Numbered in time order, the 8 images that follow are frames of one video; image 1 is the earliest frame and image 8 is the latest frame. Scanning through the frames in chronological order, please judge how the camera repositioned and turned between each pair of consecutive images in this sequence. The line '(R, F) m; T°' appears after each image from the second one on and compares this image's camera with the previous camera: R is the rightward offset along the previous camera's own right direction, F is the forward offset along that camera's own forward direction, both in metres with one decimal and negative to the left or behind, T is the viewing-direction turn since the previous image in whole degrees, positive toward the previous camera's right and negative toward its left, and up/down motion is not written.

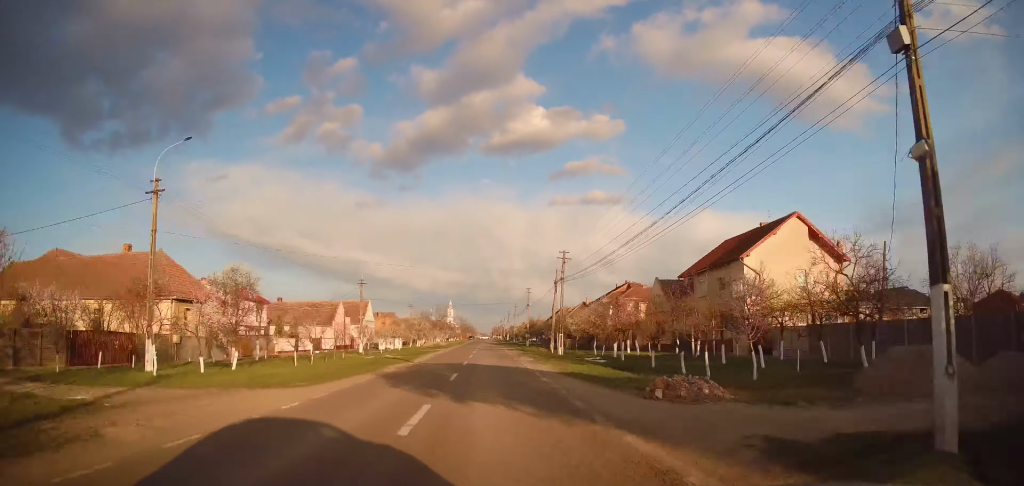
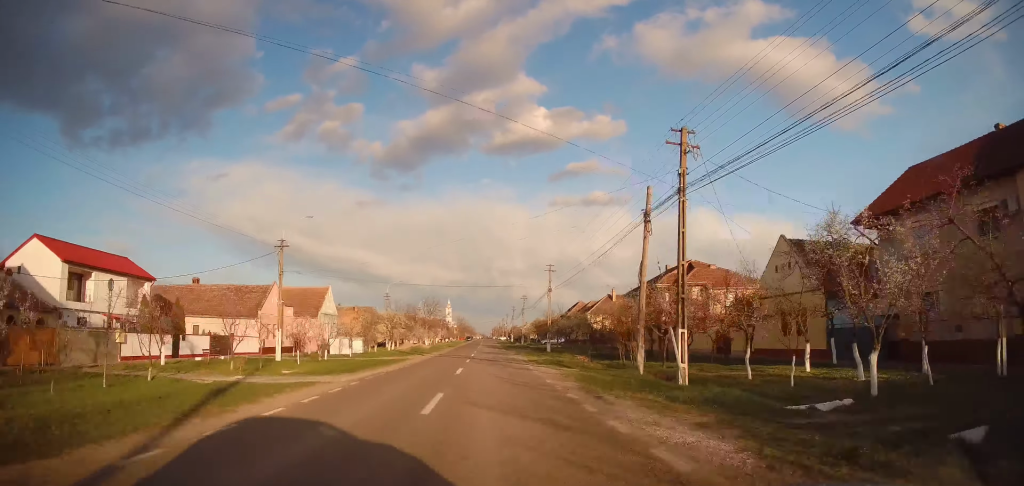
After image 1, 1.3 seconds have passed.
(+0.4, +25.1) m; 0°
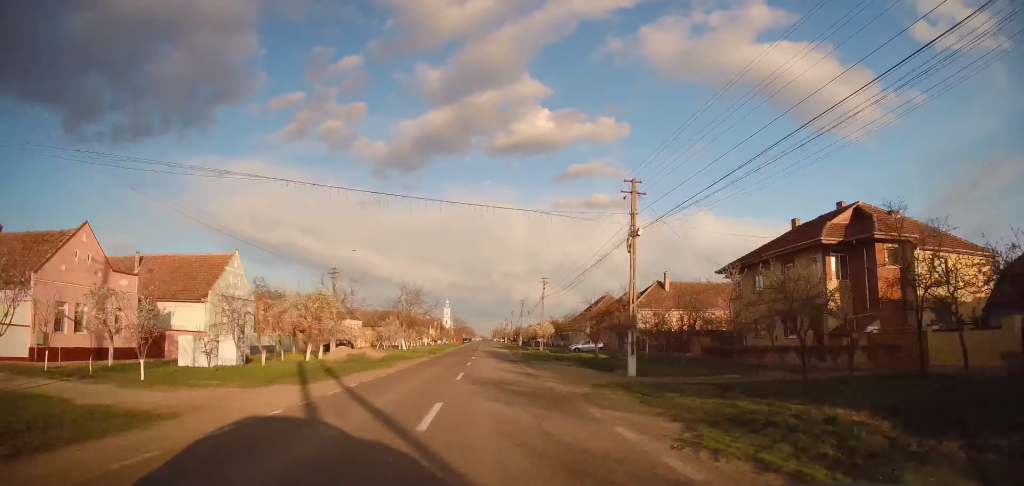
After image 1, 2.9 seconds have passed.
(+0.1, +28.1) m; 0°
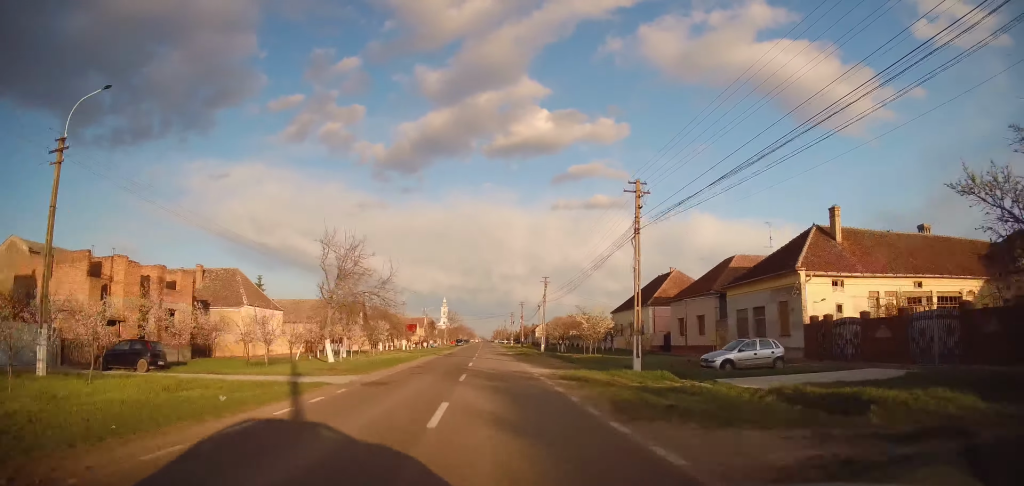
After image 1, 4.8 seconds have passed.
(-0.8, +35.3) m; 0°
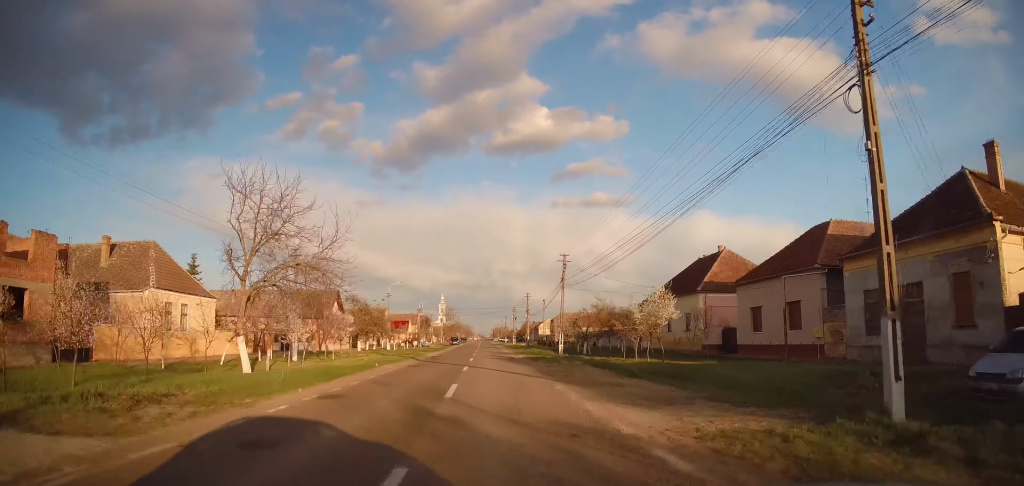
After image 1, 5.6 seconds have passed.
(+0.3, +14.1) m; 0°
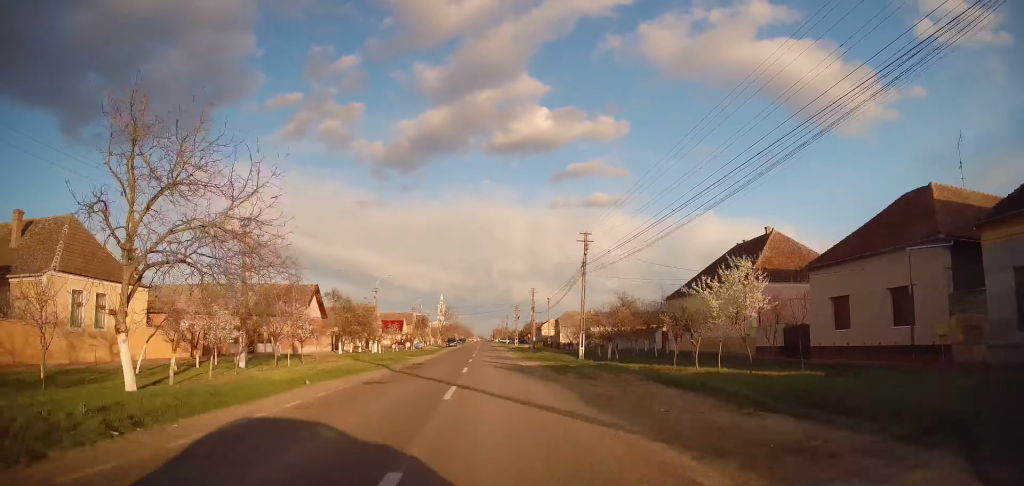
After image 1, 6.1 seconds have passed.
(+0.2, +9.2) m; 0°
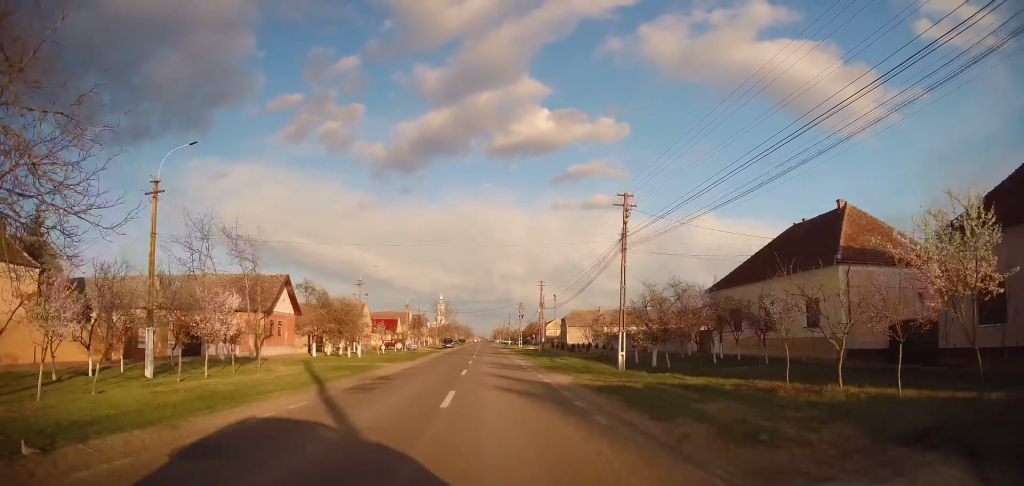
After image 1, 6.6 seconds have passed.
(-0.3, +9.9) m; 0°
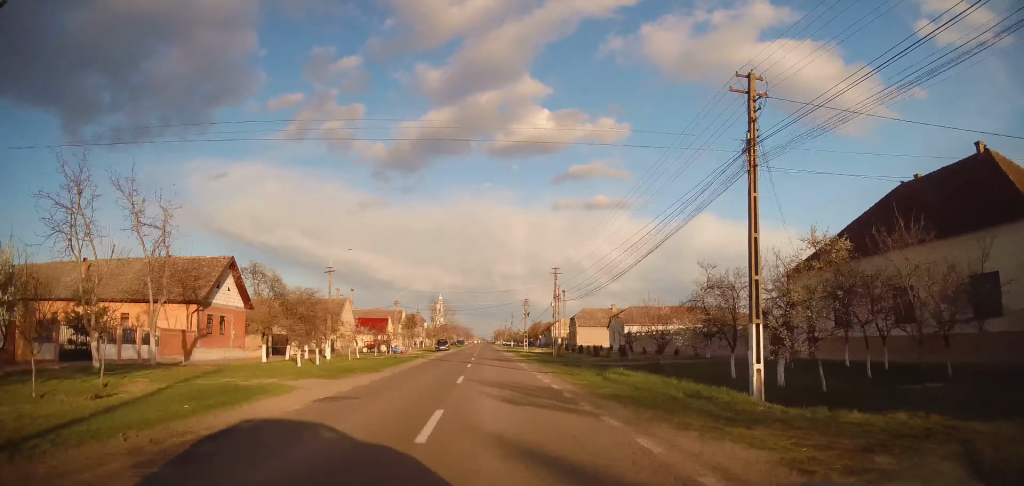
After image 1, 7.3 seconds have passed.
(0.0, +12.5) m; 0°
